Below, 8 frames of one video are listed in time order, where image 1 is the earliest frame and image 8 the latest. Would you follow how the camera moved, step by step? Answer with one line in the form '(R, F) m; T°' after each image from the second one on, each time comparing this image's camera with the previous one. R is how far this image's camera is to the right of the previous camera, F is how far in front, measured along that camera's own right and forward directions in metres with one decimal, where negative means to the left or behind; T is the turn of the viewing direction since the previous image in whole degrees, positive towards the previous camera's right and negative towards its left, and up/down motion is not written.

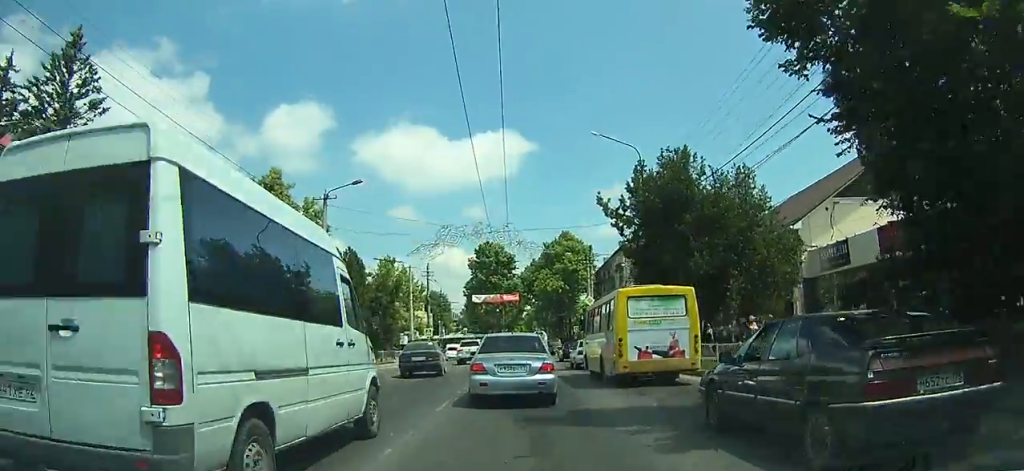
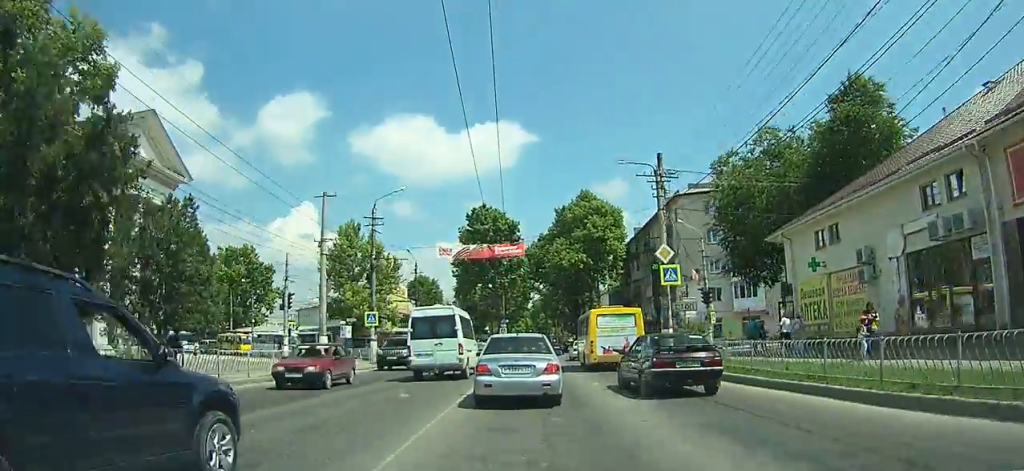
(-1.7, +27.5) m; 0°
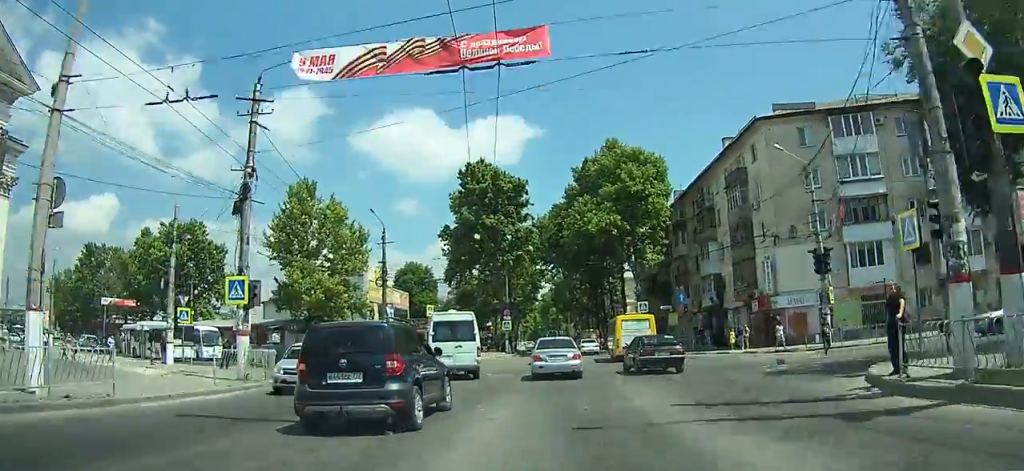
(+0.8, +20.7) m; -5°
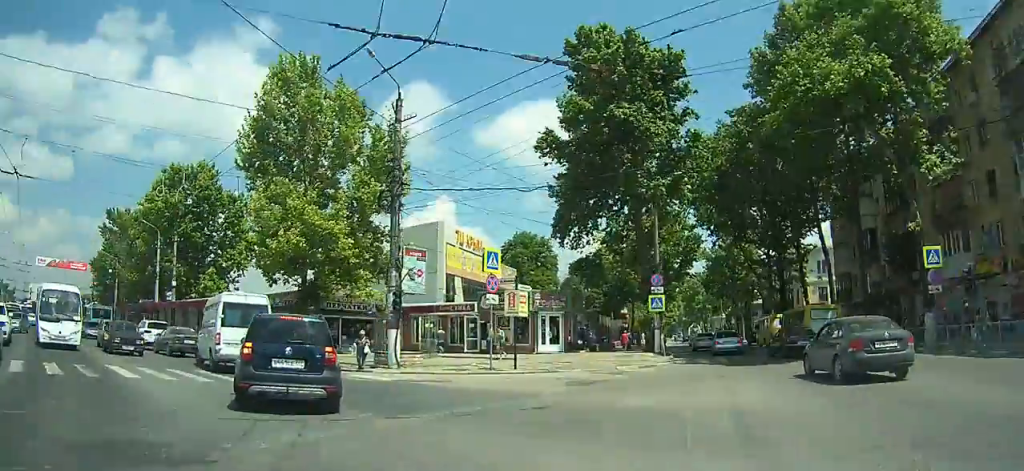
(-3.8, +24.6) m; -14°
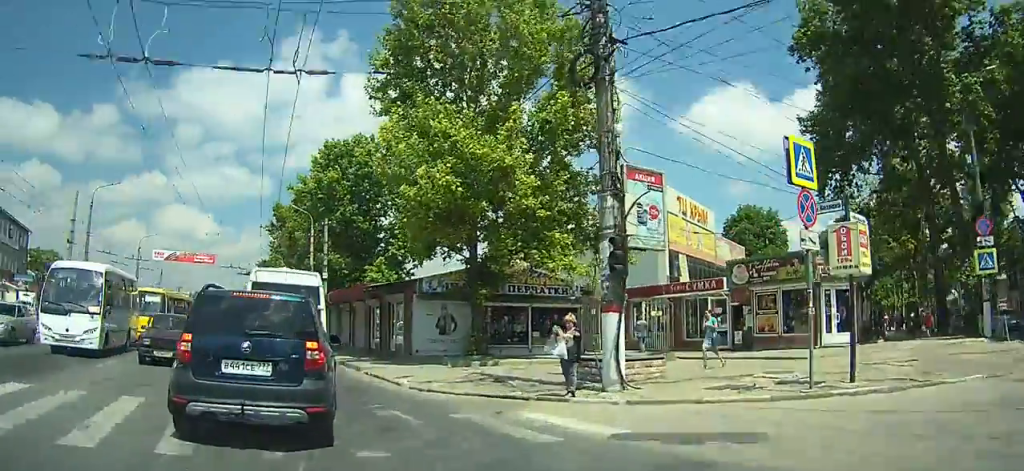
(-0.3, +8.4) m; -7°
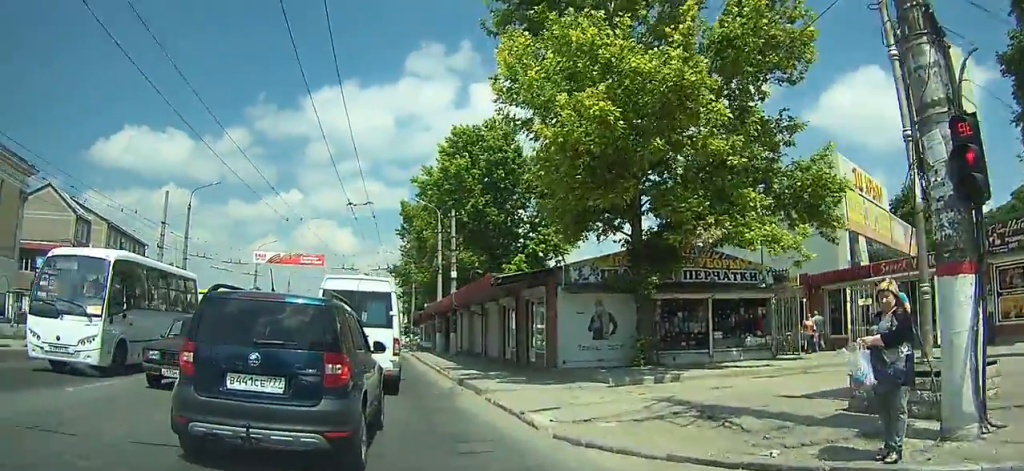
(-1.8, +12.3) m; -18°
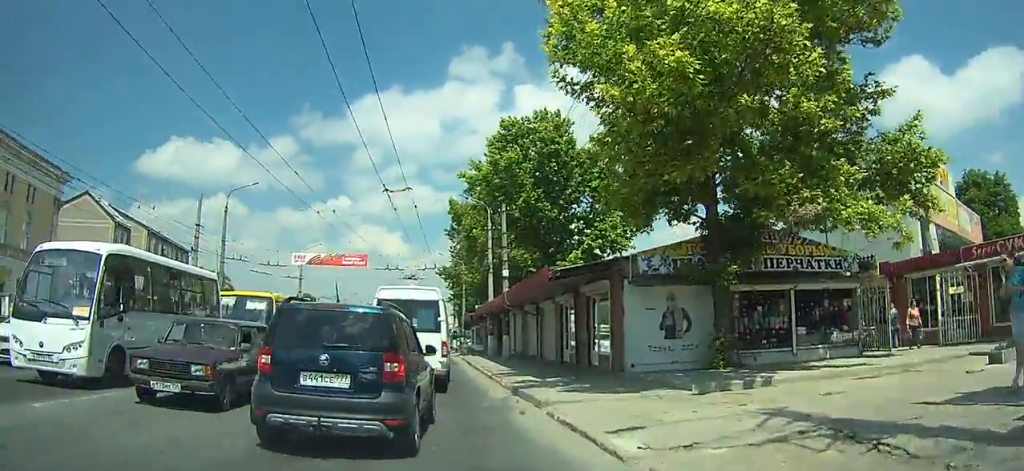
(-0.5, +4.3) m; -7°
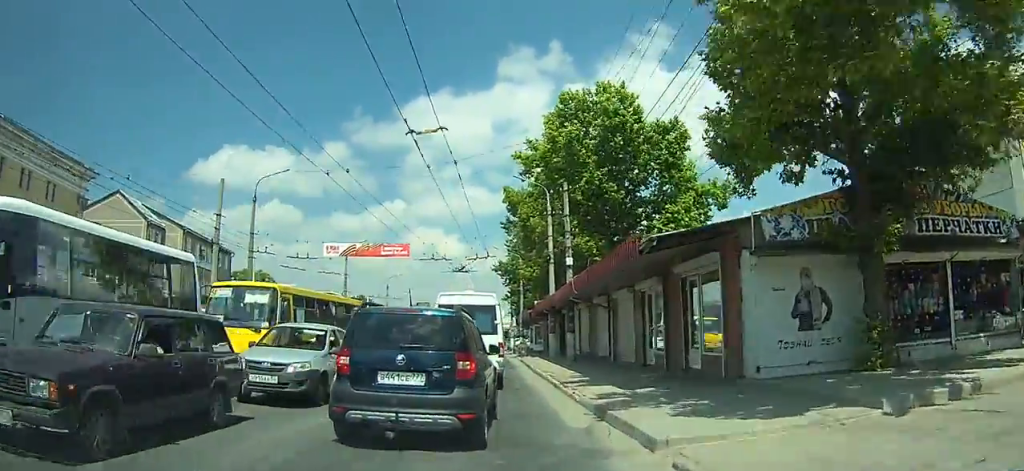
(-0.5, +5.8) m; -6°
